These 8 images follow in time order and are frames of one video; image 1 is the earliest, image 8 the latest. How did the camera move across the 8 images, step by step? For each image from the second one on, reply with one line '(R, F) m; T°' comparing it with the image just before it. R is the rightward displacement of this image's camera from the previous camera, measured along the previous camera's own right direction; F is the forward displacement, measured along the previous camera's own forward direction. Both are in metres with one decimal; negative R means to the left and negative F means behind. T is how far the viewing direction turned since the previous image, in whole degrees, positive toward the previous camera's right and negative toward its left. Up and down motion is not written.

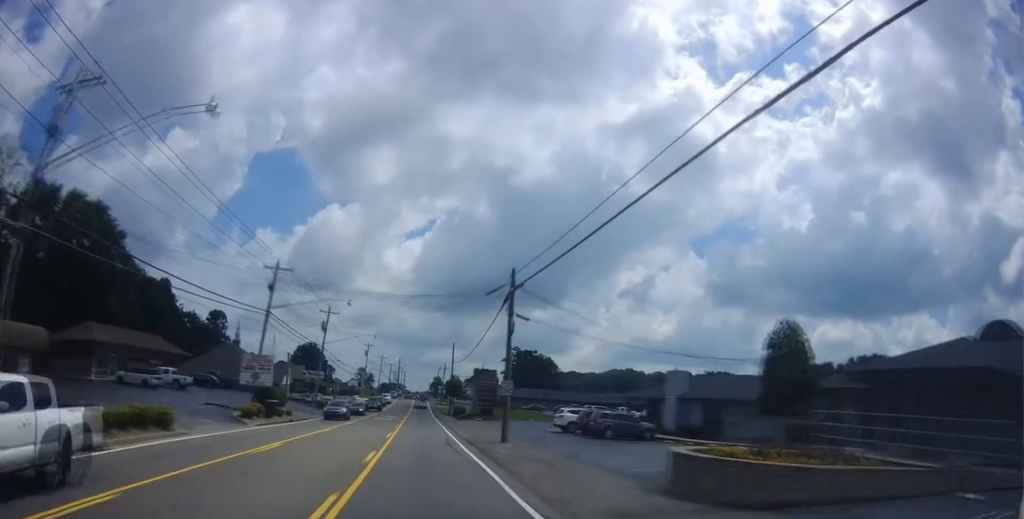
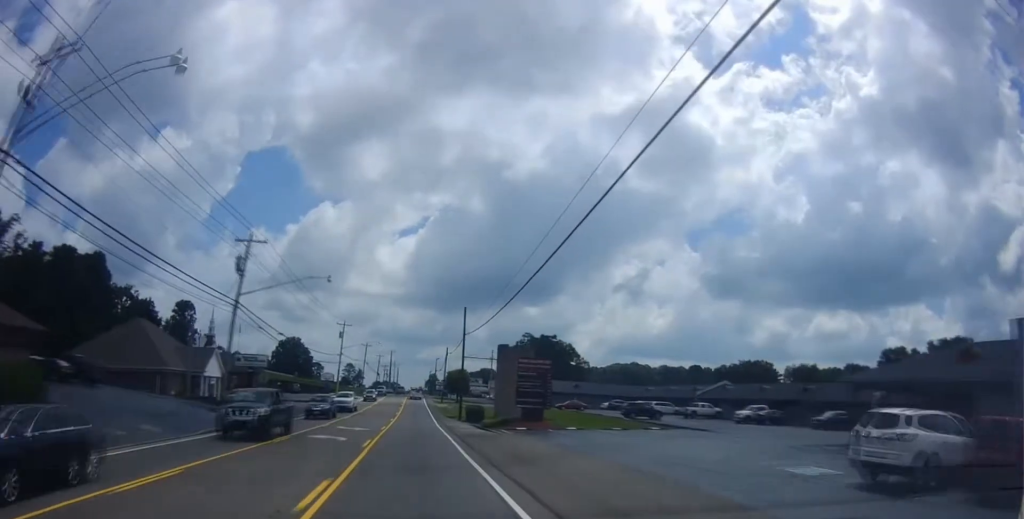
(+0.5, +32.2) m; +1°
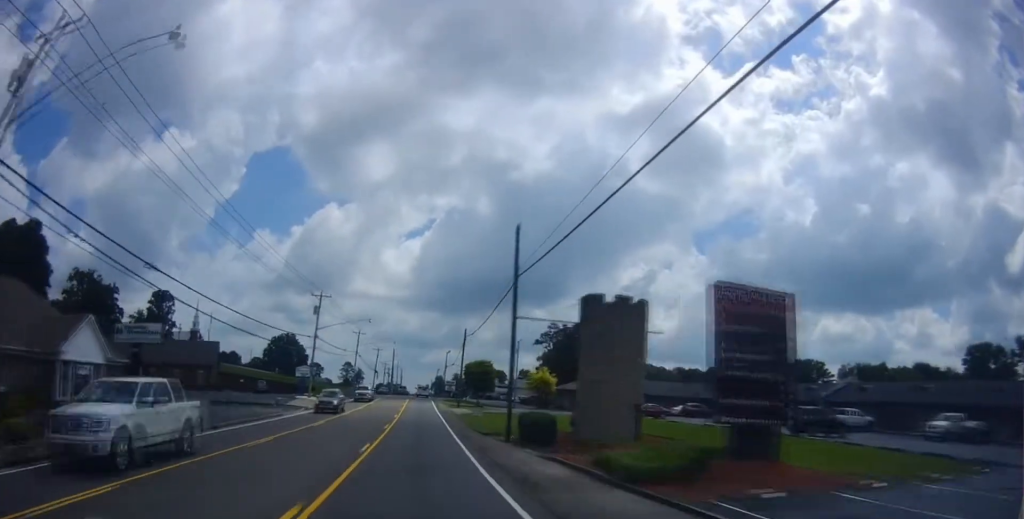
(+0.2, +27.3) m; 0°
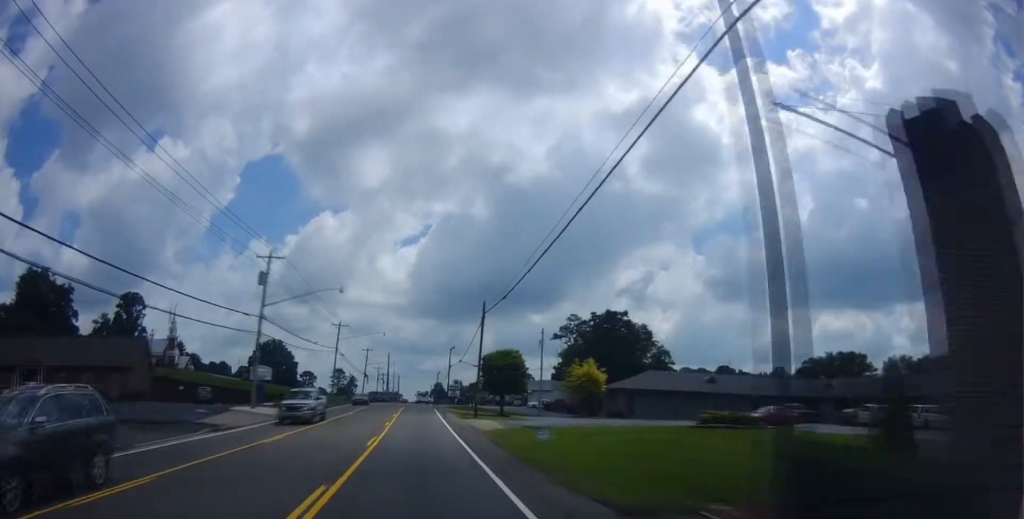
(-0.1, +22.7) m; -1°
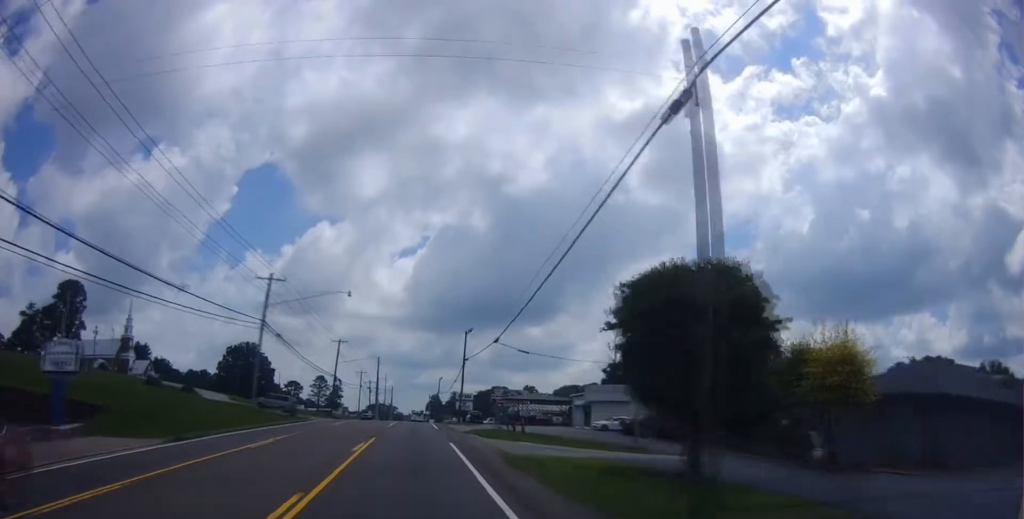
(-0.6, +37.9) m; 0°
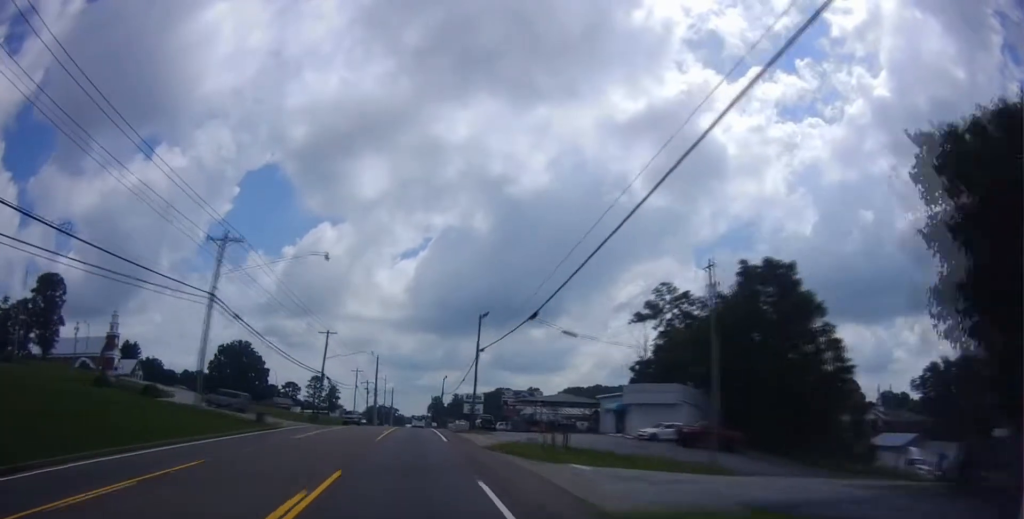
(+0.1, +11.5) m; 0°
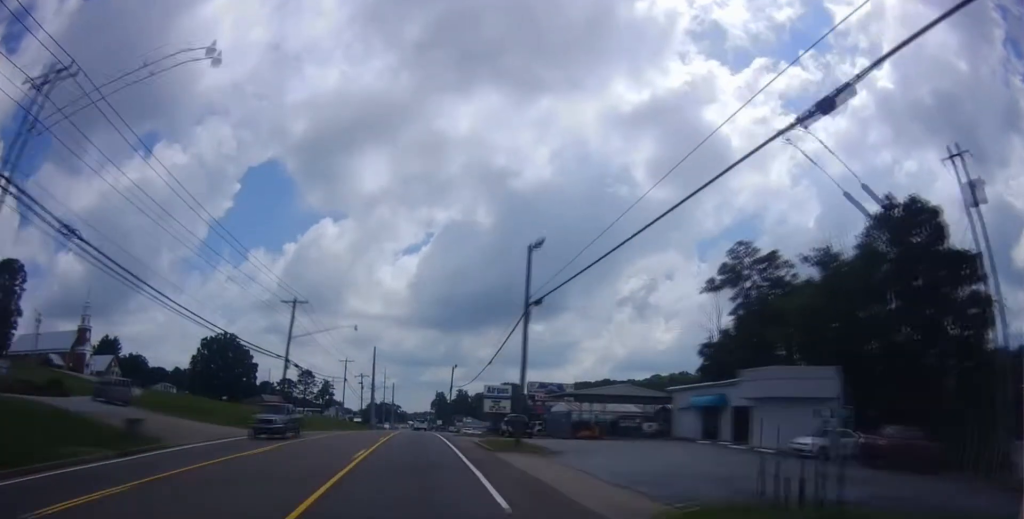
(+0.2, +19.4) m; +1°
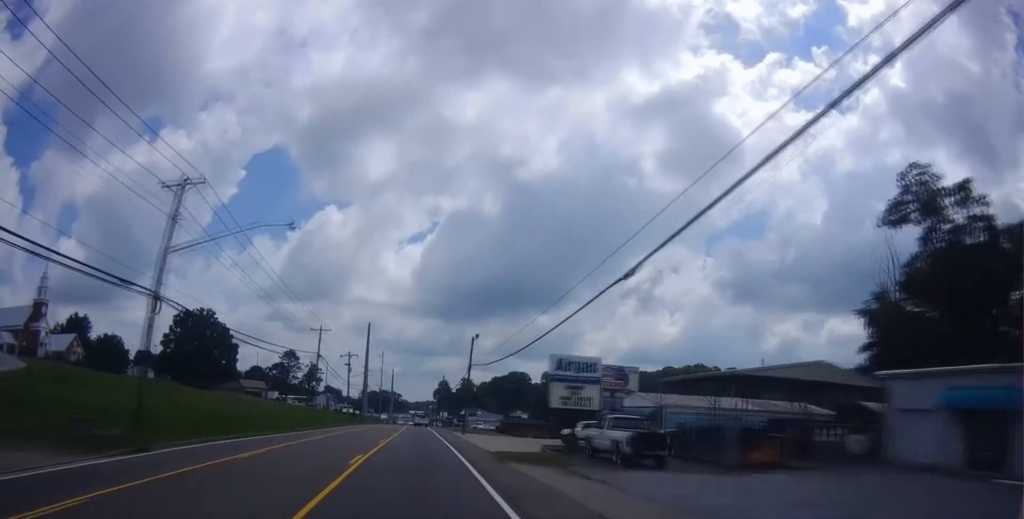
(+0.2, +26.4) m; -1°
